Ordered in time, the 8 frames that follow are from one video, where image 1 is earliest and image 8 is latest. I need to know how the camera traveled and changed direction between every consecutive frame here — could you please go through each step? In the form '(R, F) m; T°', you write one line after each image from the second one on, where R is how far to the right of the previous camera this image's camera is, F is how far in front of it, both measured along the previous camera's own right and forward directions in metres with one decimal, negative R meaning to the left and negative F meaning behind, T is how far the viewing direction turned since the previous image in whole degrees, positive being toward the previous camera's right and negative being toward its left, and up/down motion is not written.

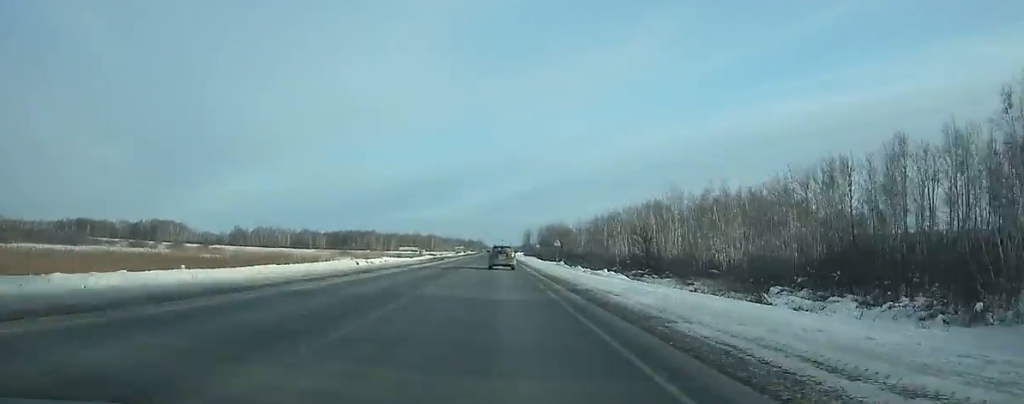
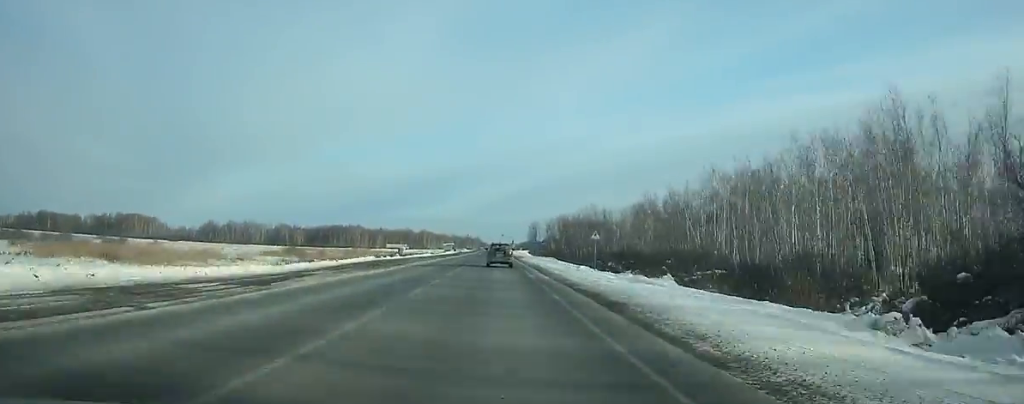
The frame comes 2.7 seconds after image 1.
(+0.2, +62.4) m; 0°
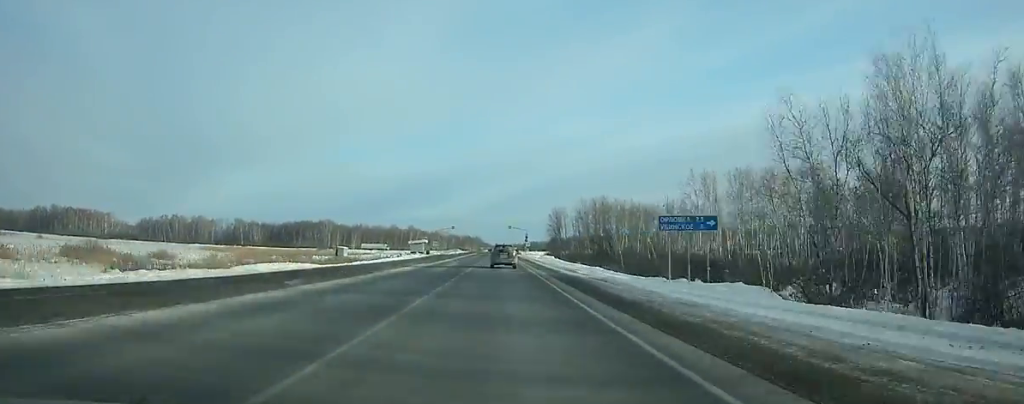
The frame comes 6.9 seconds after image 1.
(-0.3, +96.7) m; 0°
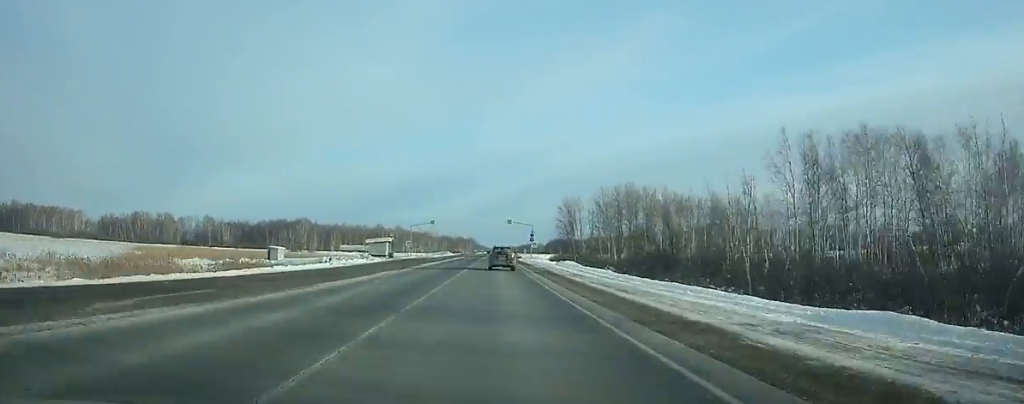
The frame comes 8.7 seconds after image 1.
(0.0, +41.3) m; 0°
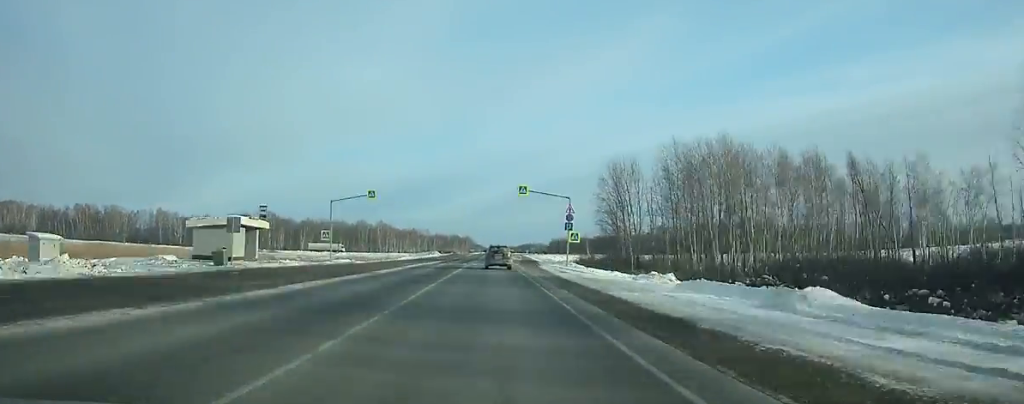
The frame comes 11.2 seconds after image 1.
(+0.1, +57.5) m; 0°
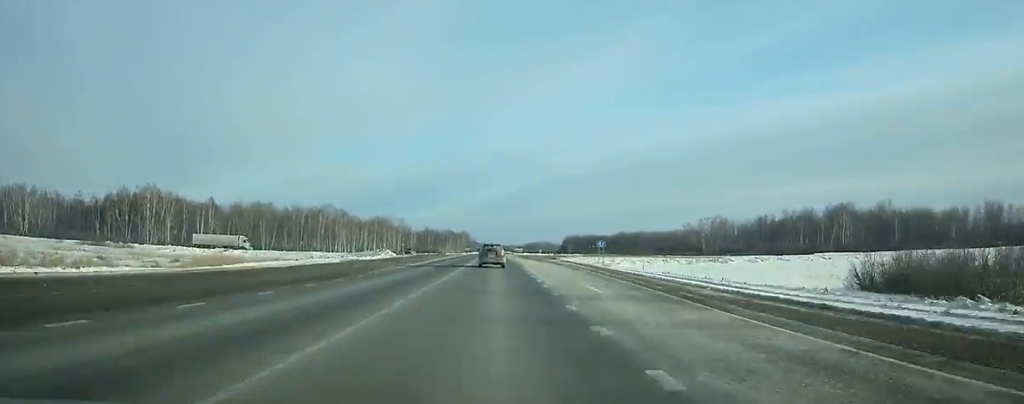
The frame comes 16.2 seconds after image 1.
(0.0, +114.7) m; 0°
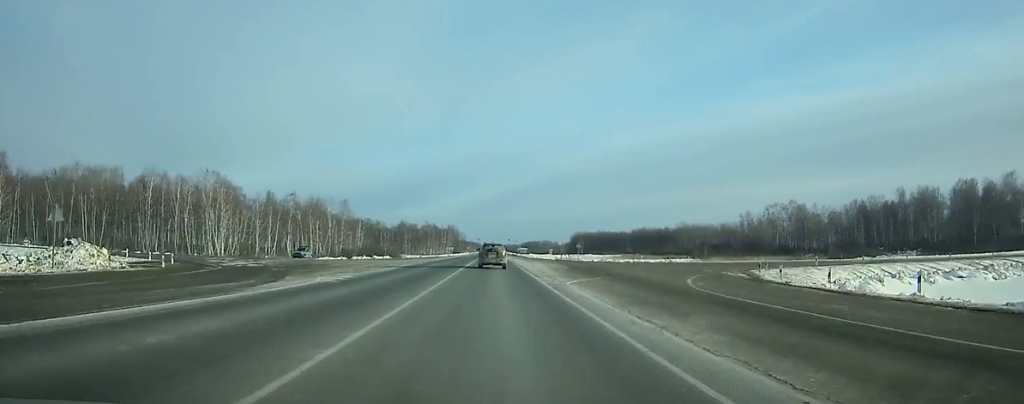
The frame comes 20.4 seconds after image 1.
(+0.1, +95.4) m; 0°
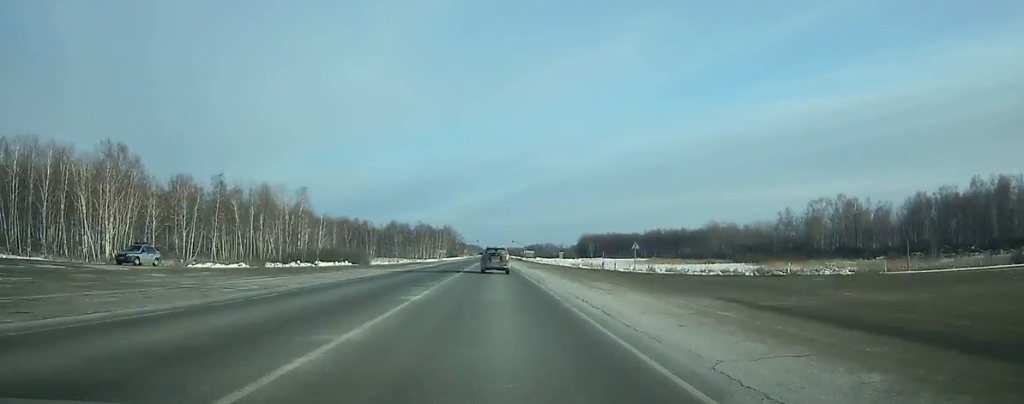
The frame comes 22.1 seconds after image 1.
(+0.1, +38.3) m; 0°
